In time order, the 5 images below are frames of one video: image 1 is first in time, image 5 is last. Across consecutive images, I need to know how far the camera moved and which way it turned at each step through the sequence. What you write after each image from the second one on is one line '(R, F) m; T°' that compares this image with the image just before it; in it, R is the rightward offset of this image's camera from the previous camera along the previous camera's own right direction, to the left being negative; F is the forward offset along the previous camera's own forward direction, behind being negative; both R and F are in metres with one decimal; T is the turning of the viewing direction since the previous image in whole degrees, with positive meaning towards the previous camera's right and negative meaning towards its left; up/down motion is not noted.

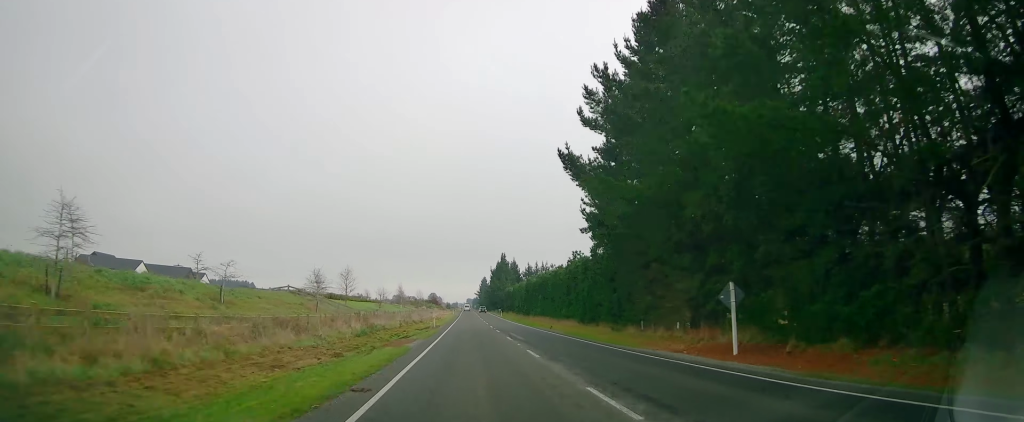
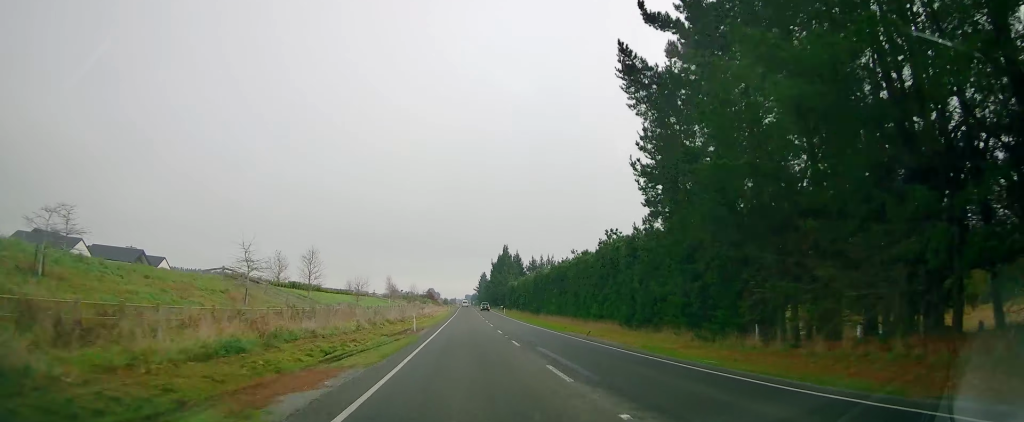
(-0.4, +15.9) m; +1°
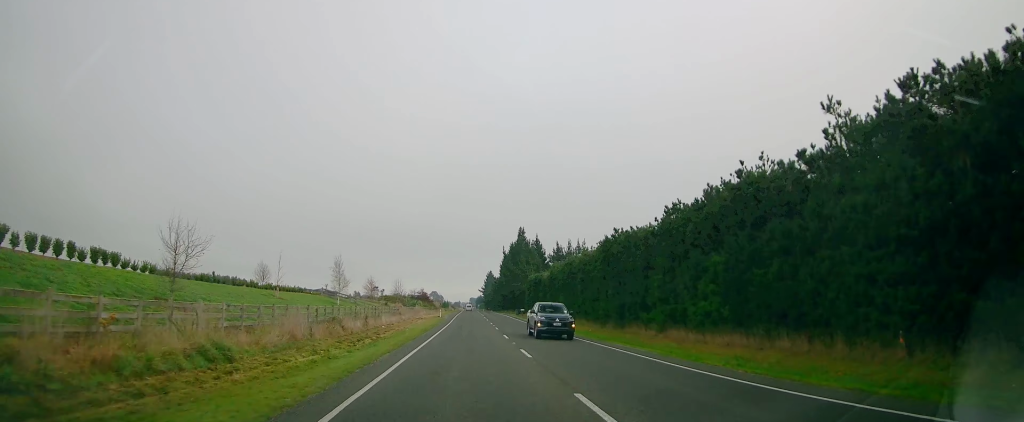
(+0.9, +44.0) m; 0°
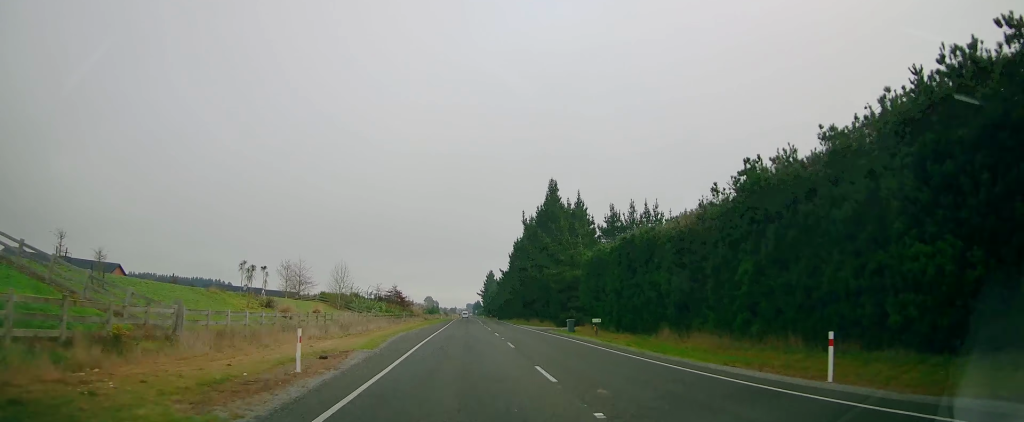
(-0.9, +54.0) m; -1°
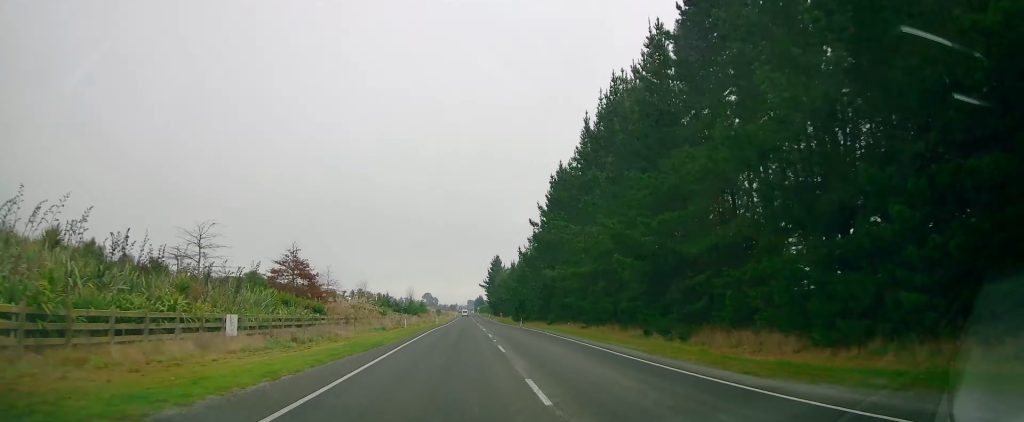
(+0.8, +61.0) m; +2°
